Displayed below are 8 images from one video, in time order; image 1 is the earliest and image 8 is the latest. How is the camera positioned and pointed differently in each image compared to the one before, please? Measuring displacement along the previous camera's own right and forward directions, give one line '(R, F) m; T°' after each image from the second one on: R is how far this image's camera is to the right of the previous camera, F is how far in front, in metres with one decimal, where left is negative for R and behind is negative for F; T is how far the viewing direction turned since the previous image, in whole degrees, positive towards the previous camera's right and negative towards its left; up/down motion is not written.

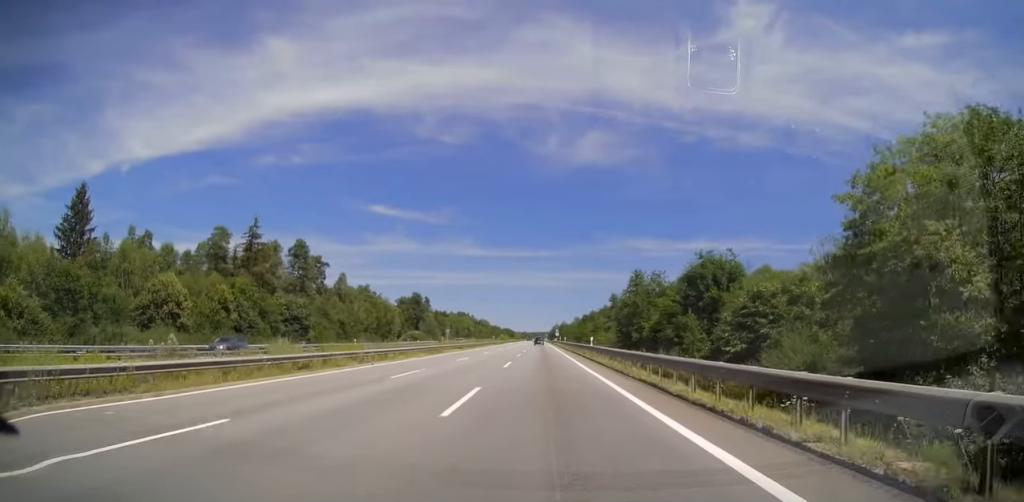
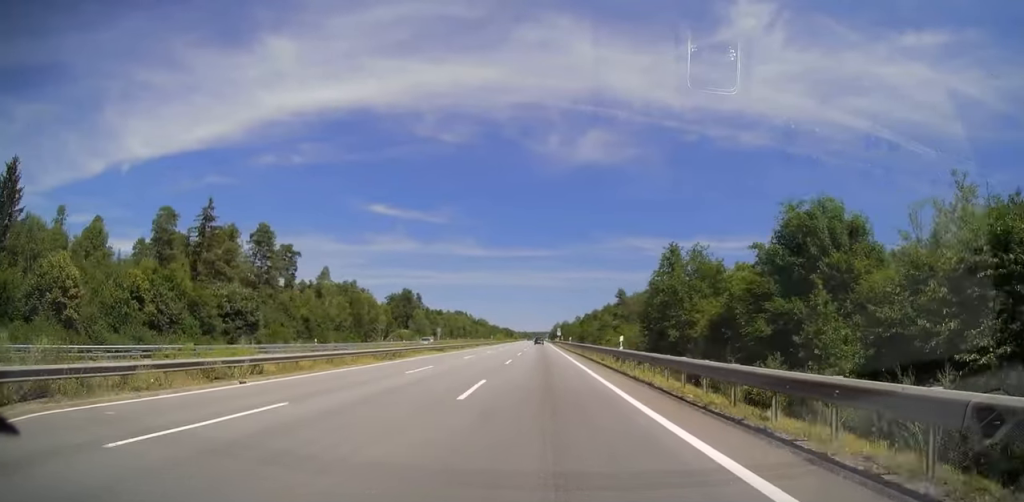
(0.0, +15.3) m; 0°
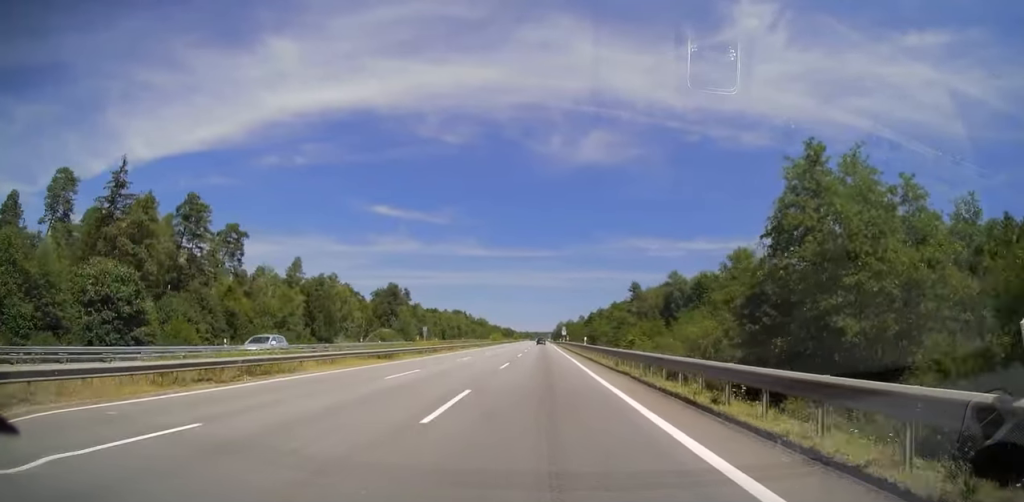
(+0.1, +21.7) m; 0°
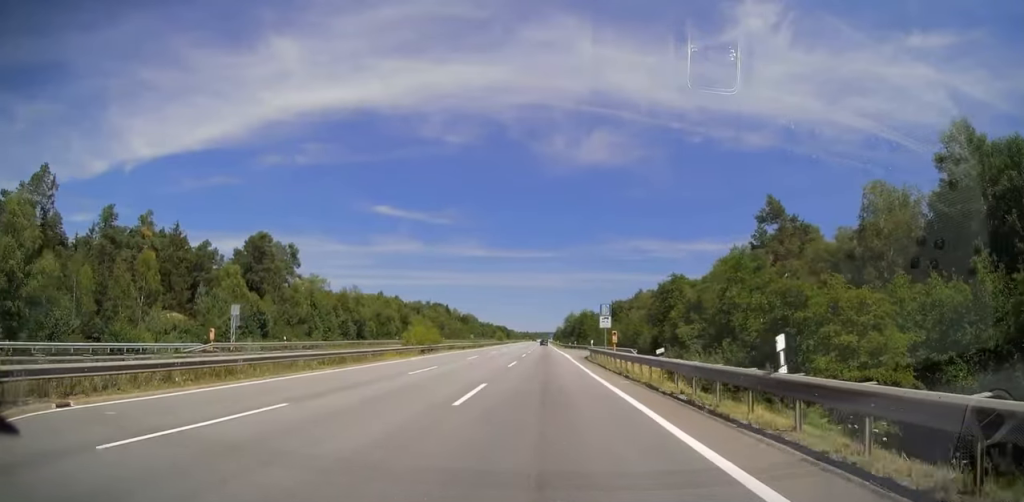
(-1.3, +87.3) m; -1°
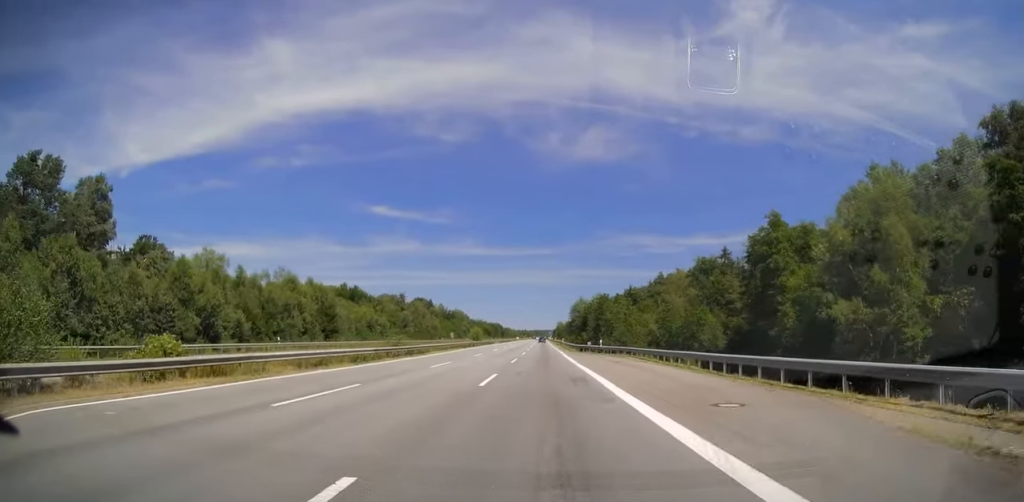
(+0.4, +48.8) m; 0°
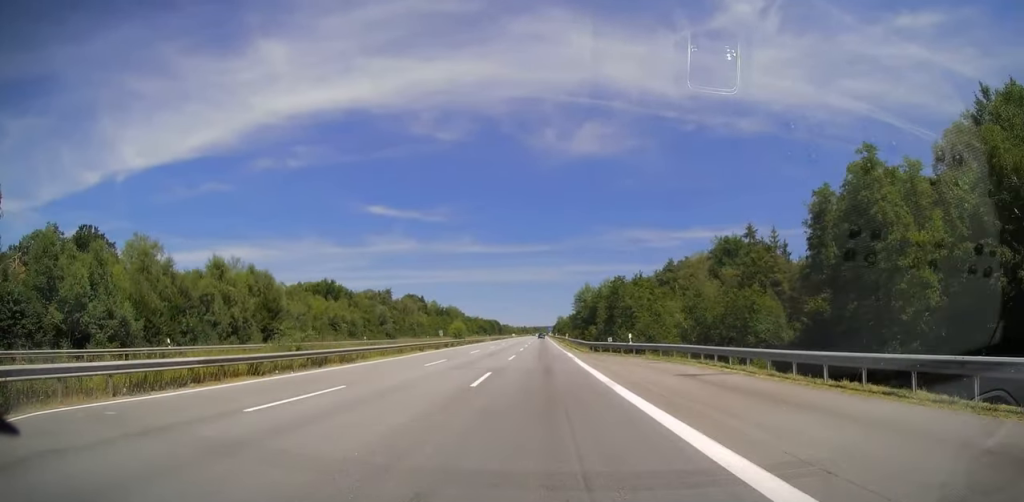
(0.0, +19.2) m; +1°
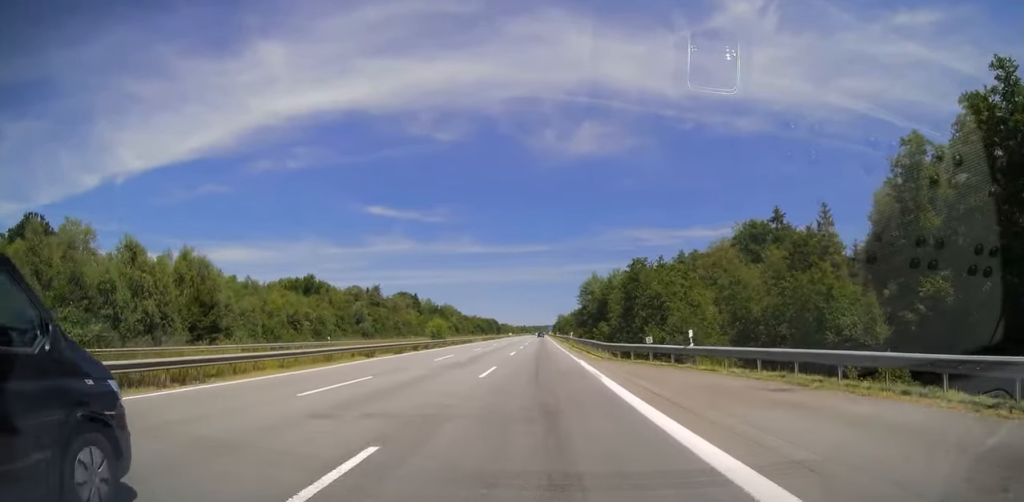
(-0.1, +15.3) m; 0°
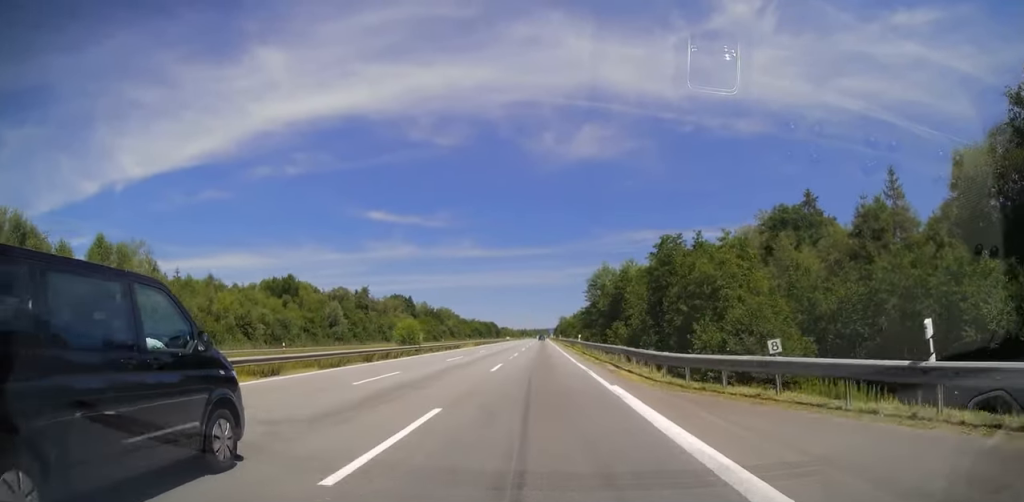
(+0.2, +13.8) m; 0°
